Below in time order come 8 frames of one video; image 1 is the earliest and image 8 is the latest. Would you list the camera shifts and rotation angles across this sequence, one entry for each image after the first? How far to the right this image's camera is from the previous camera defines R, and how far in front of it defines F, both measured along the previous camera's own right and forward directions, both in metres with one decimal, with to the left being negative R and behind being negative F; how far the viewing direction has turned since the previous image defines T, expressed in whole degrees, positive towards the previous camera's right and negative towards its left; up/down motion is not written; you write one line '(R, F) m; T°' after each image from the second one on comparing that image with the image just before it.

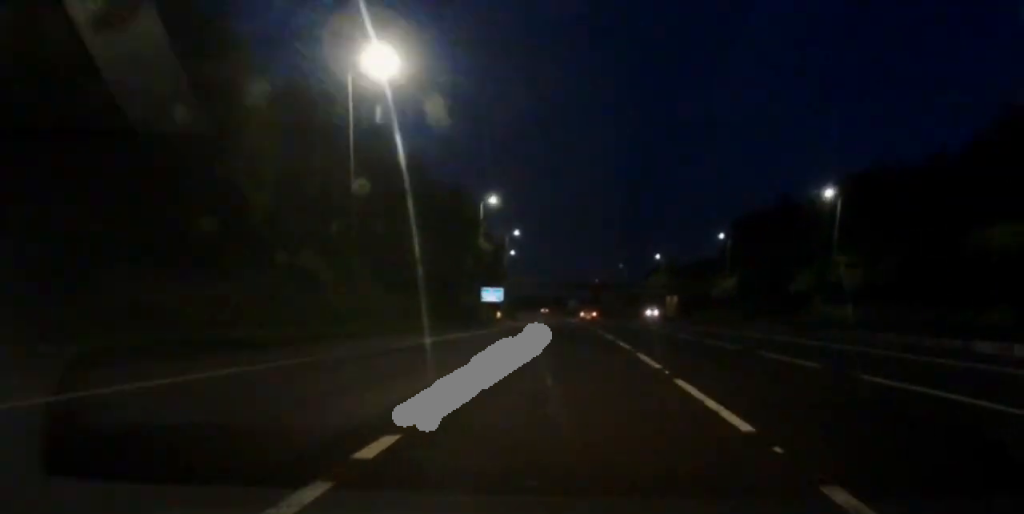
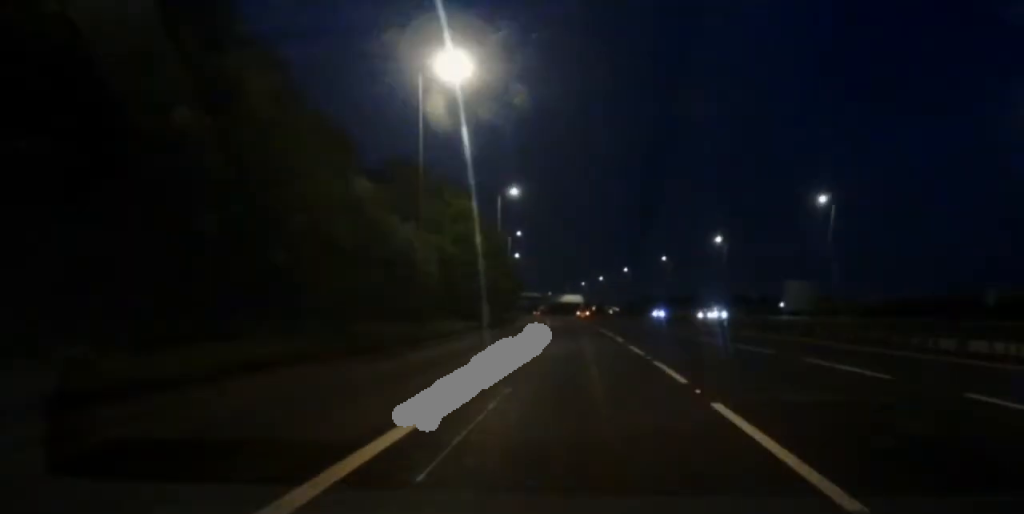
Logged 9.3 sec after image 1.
(-16.5, +228.1) m; -8°
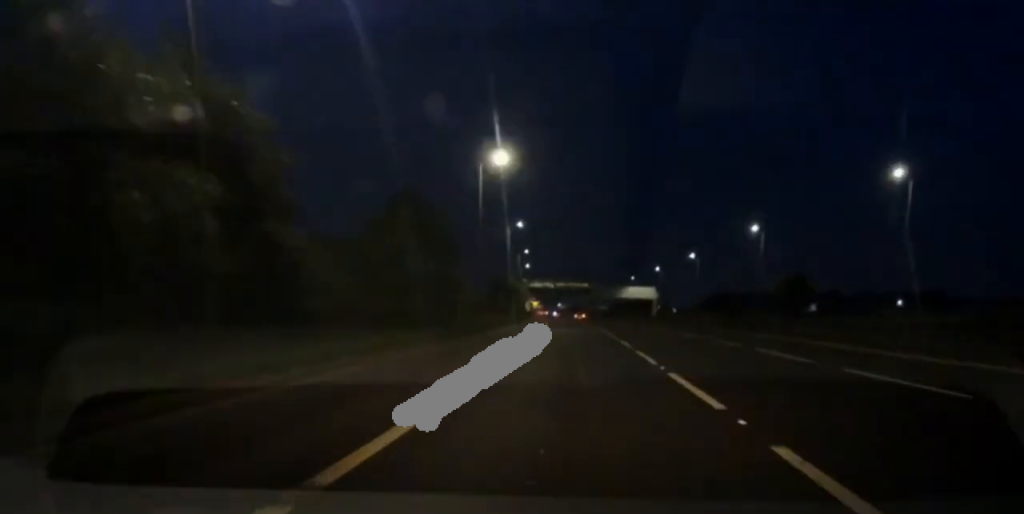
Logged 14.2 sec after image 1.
(-2.6, +119.3) m; -3°
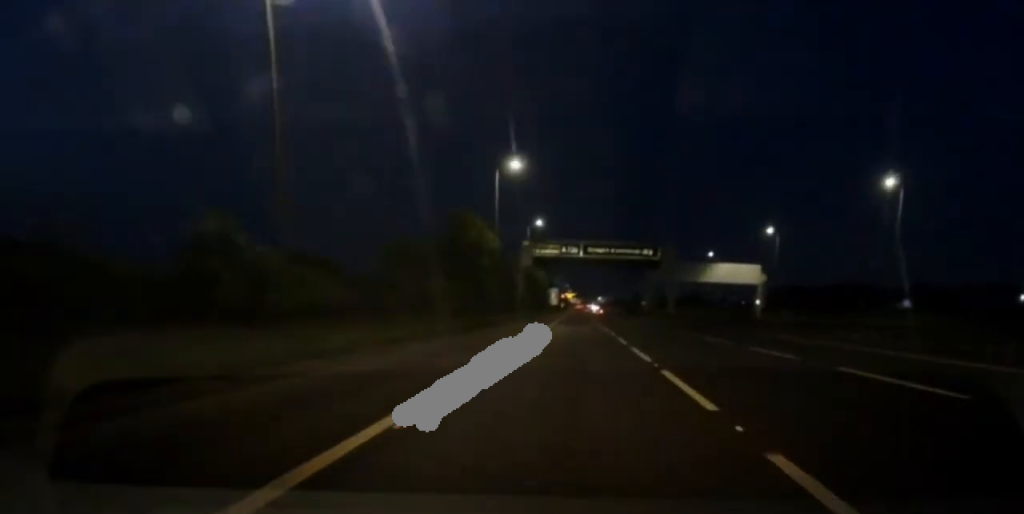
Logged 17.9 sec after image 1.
(-3.7, +93.5) m; -1°
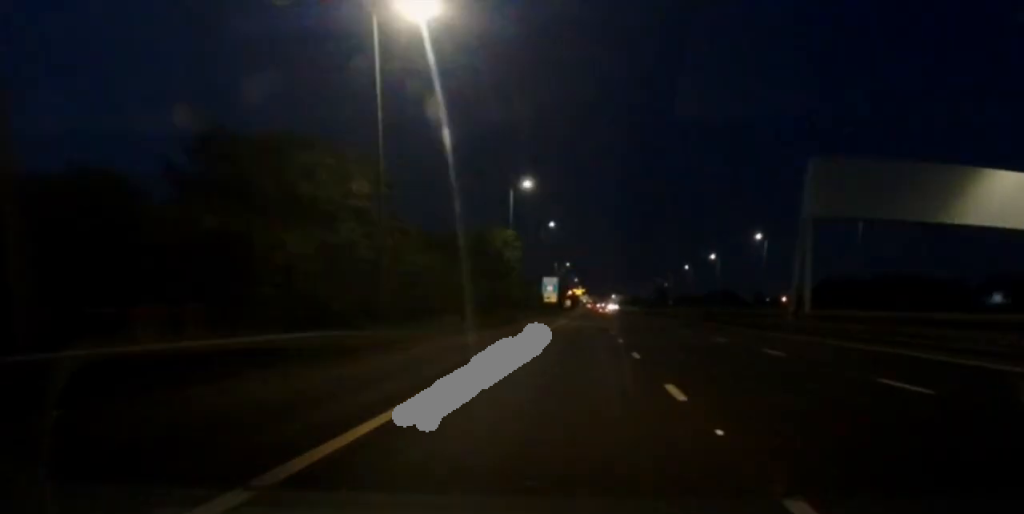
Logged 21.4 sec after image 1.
(-1.6, +86.9) m; -1°
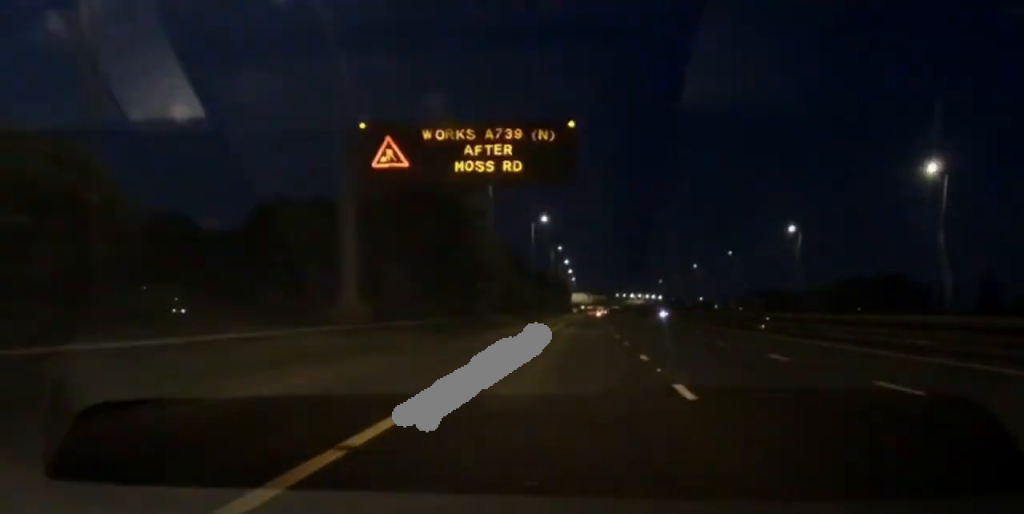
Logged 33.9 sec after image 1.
(-1.4, +319.8) m; 0°
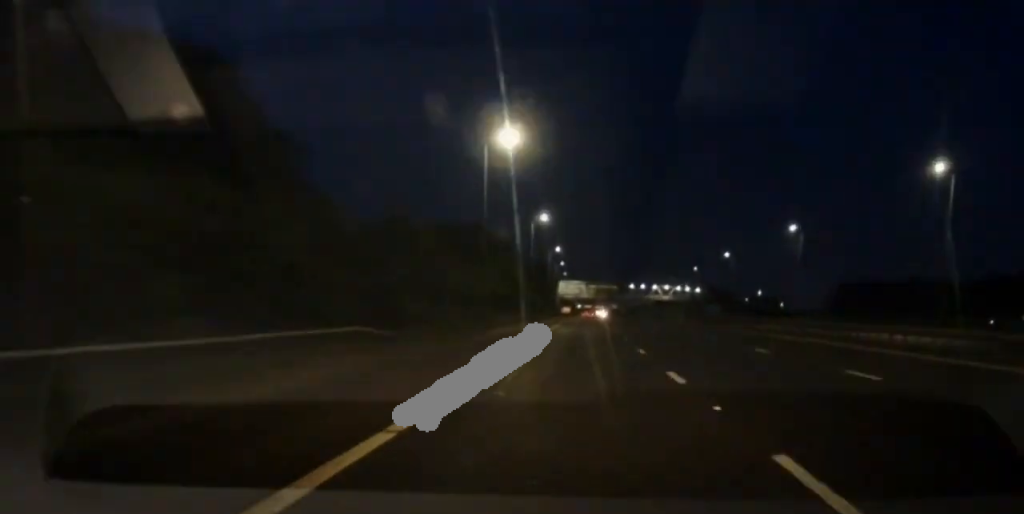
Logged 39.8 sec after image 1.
(+0.1, +151.4) m; 0°
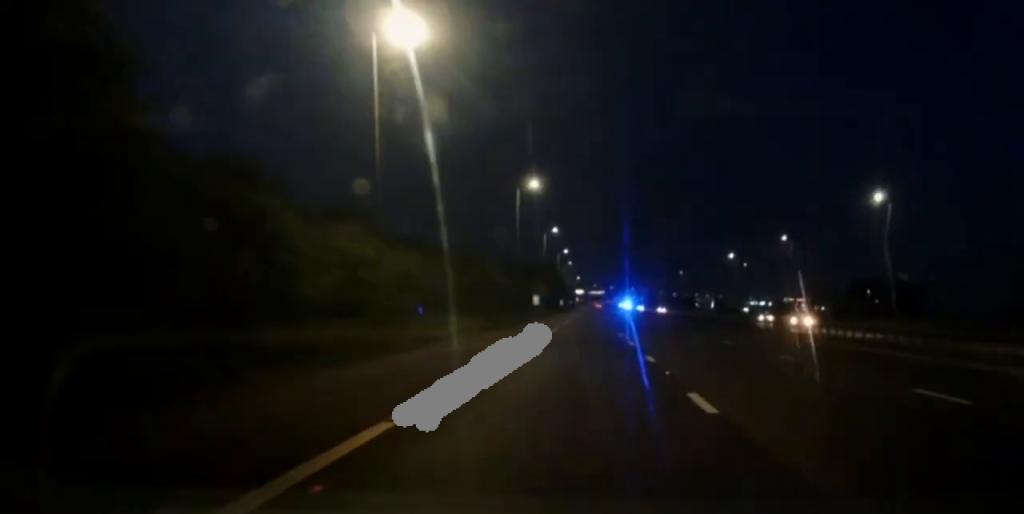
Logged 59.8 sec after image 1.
(-0.3, +527.7) m; 0°
